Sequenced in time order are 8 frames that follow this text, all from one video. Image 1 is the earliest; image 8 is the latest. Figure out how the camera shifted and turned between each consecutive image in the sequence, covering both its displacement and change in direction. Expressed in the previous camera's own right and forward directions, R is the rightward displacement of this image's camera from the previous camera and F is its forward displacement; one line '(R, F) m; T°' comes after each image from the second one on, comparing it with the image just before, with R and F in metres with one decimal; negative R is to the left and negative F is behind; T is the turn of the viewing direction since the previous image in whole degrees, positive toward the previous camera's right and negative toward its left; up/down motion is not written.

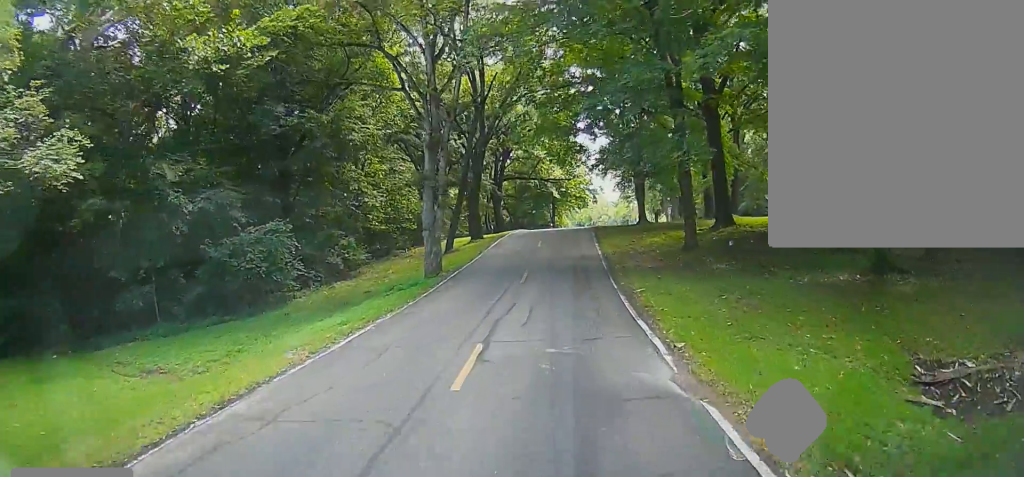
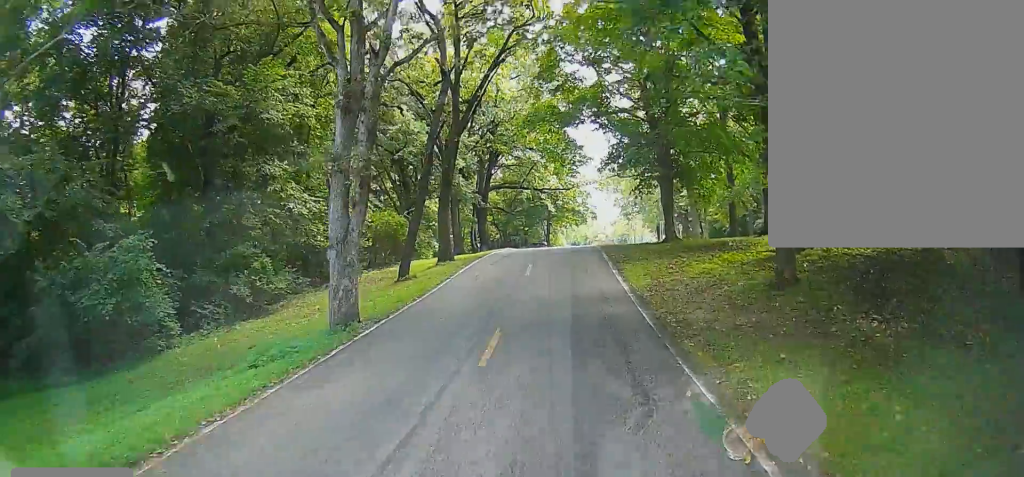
(0.0, +9.5) m; 0°
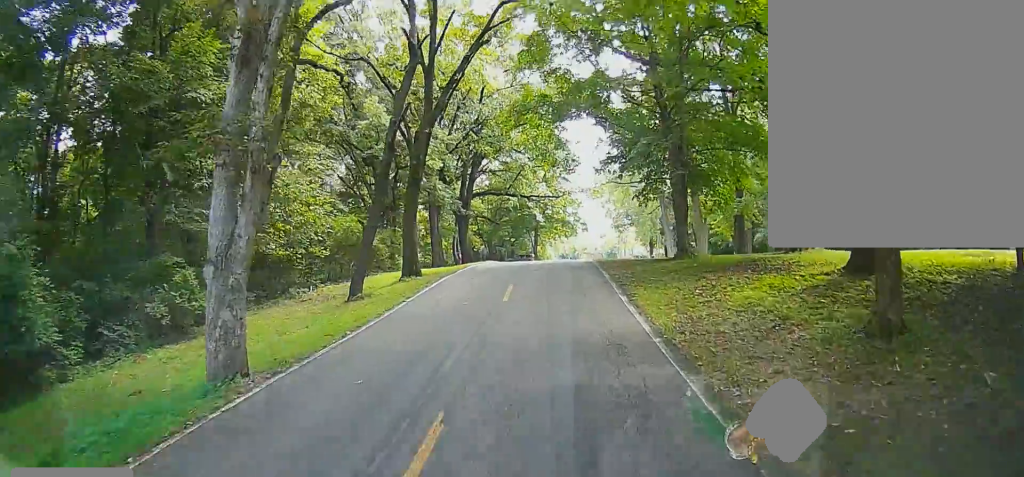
(+0.1, +4.9) m; 0°
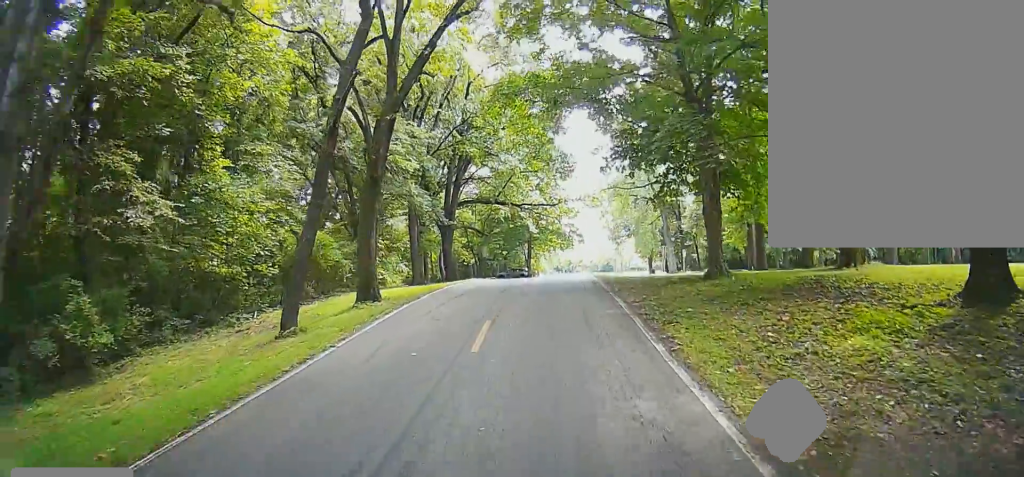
(0.0, +5.2) m; 0°
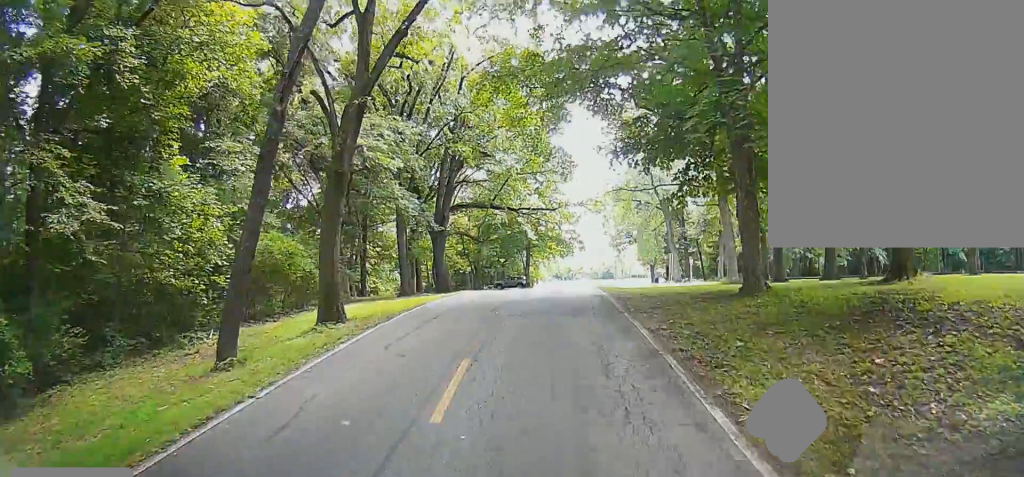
(0.0, +3.4) m; 0°
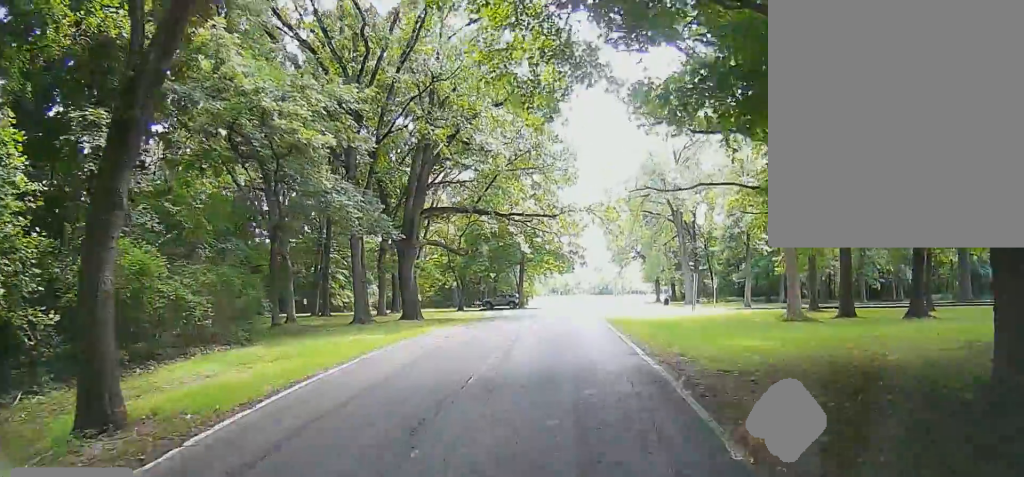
(0.0, +9.9) m; 0°
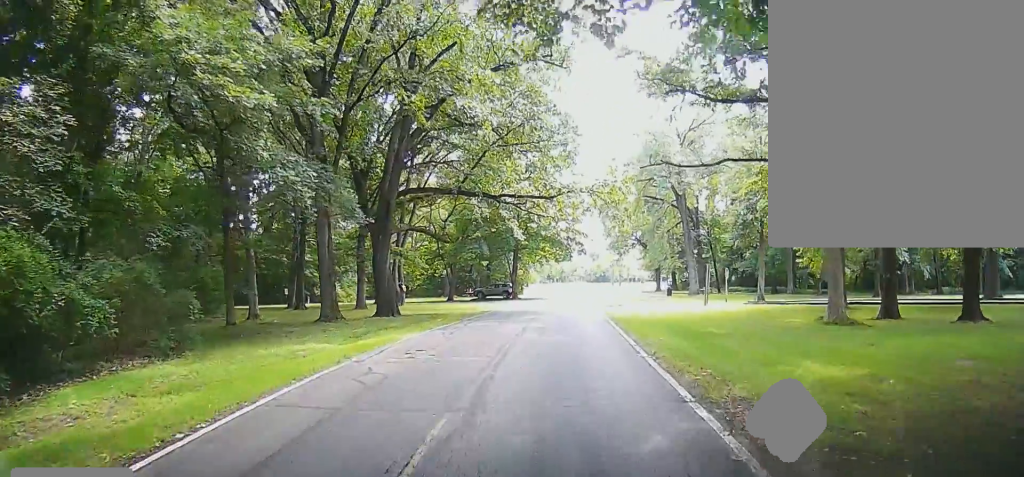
(0.0, +5.0) m; 0°
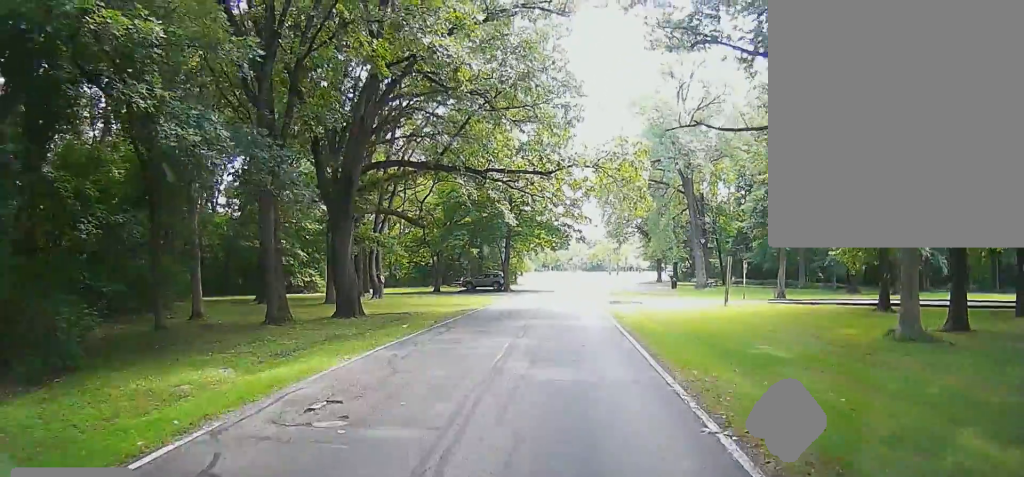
(0.0, +6.2) m; 0°
